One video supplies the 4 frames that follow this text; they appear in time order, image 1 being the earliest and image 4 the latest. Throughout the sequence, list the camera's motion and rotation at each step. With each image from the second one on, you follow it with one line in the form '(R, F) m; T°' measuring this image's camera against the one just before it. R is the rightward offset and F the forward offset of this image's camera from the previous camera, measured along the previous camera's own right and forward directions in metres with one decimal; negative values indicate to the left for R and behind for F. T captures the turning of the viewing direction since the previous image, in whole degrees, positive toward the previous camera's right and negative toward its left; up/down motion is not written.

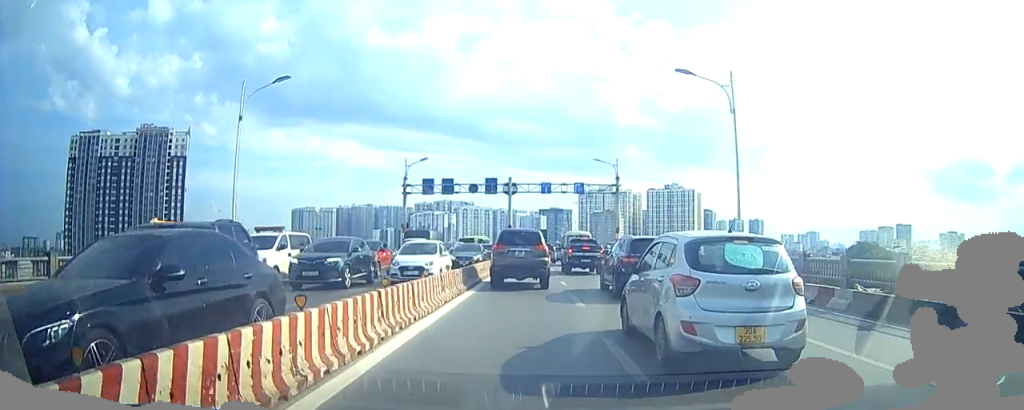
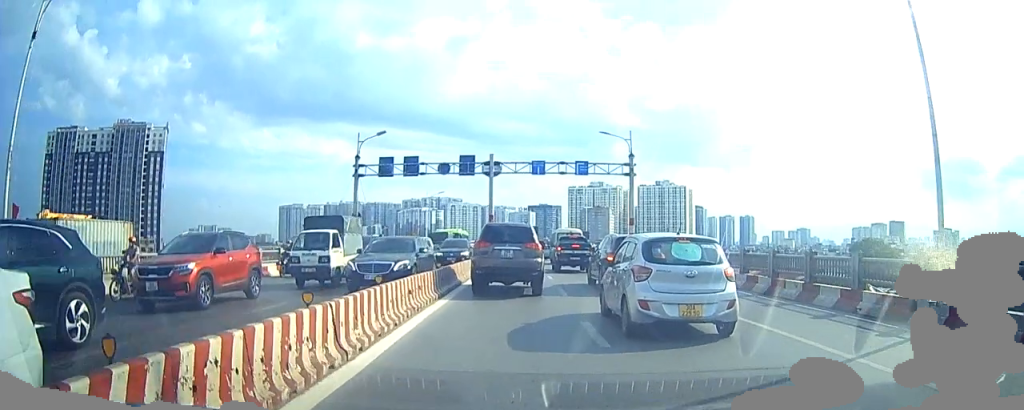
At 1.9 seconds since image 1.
(-0.3, +14.3) m; 0°
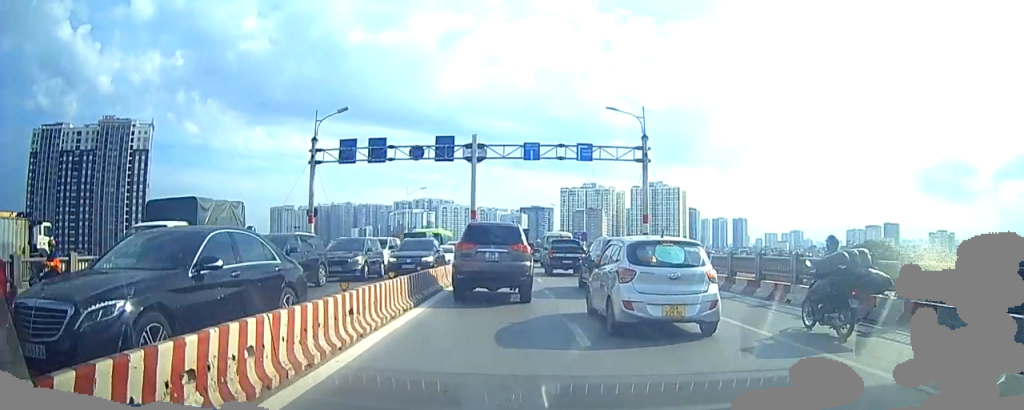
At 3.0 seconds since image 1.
(+0.2, +7.4) m; +1°
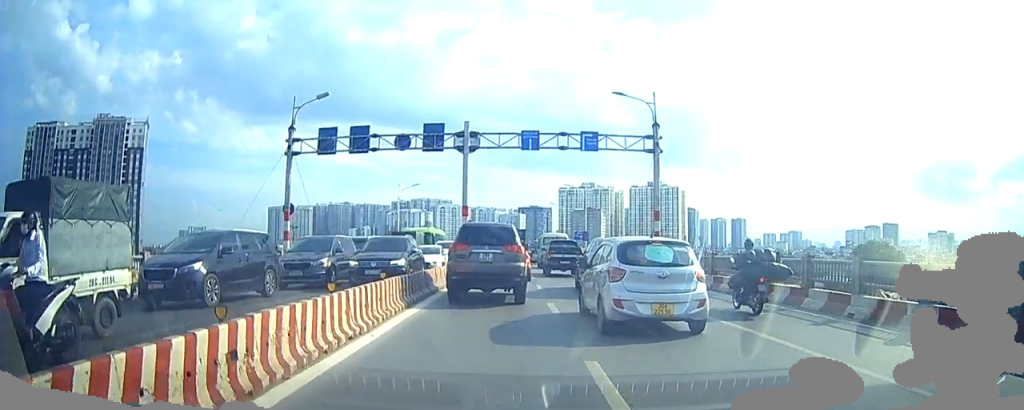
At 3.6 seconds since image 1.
(0.0, +3.8) m; -1°
